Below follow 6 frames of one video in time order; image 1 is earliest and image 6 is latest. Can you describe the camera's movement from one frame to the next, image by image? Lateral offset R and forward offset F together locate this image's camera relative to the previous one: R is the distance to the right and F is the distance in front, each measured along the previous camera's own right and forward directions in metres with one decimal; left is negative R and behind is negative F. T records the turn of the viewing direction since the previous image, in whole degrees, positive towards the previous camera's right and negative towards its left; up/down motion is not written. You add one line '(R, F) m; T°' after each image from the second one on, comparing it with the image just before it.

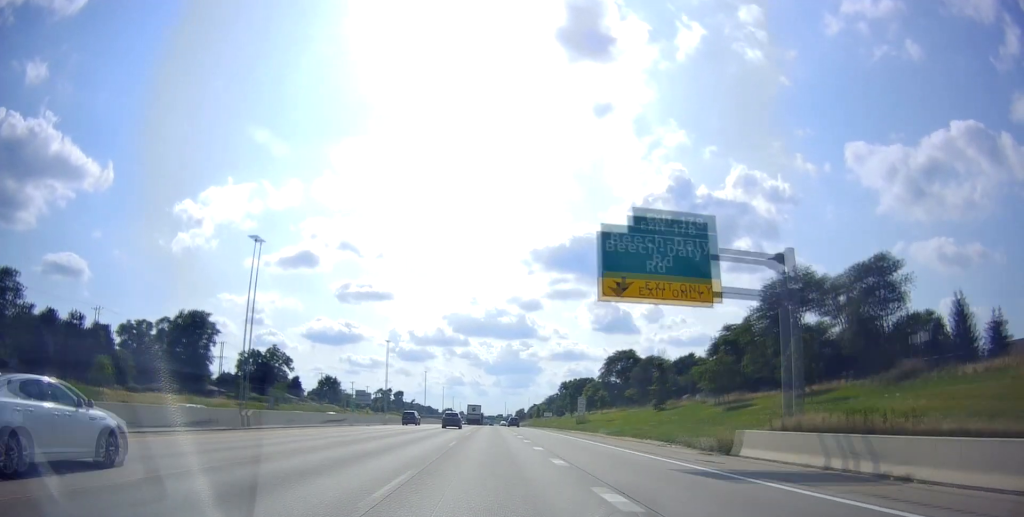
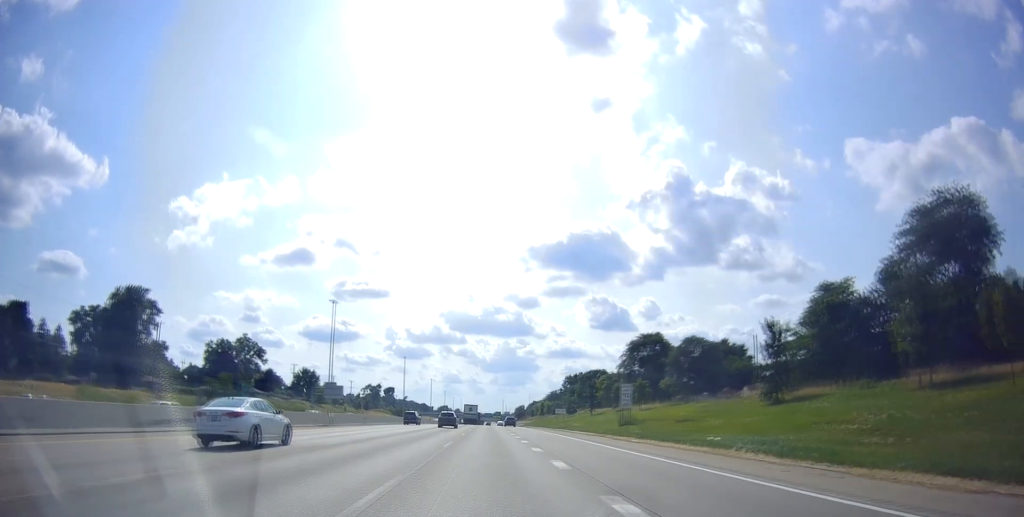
(0.0, +32.2) m; +1°
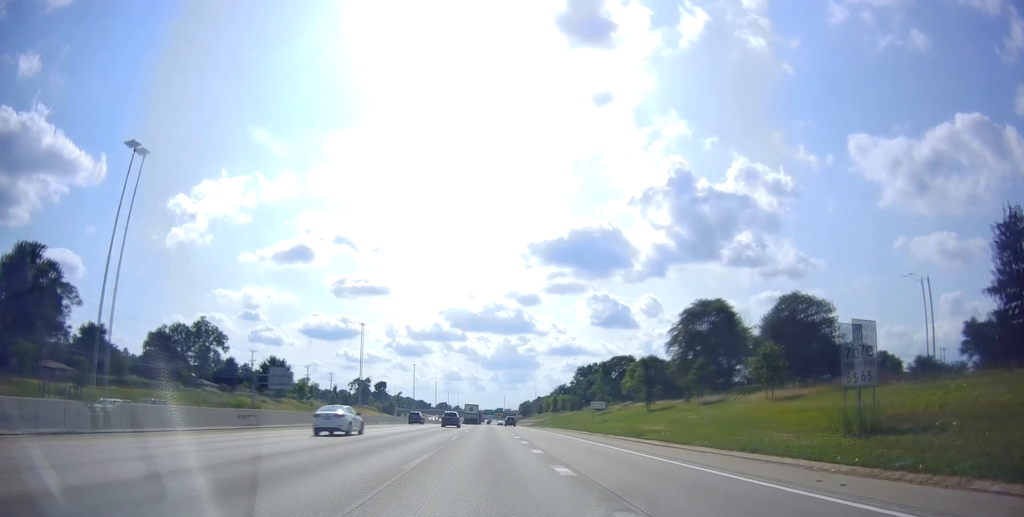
(+0.3, +40.3) m; +1°
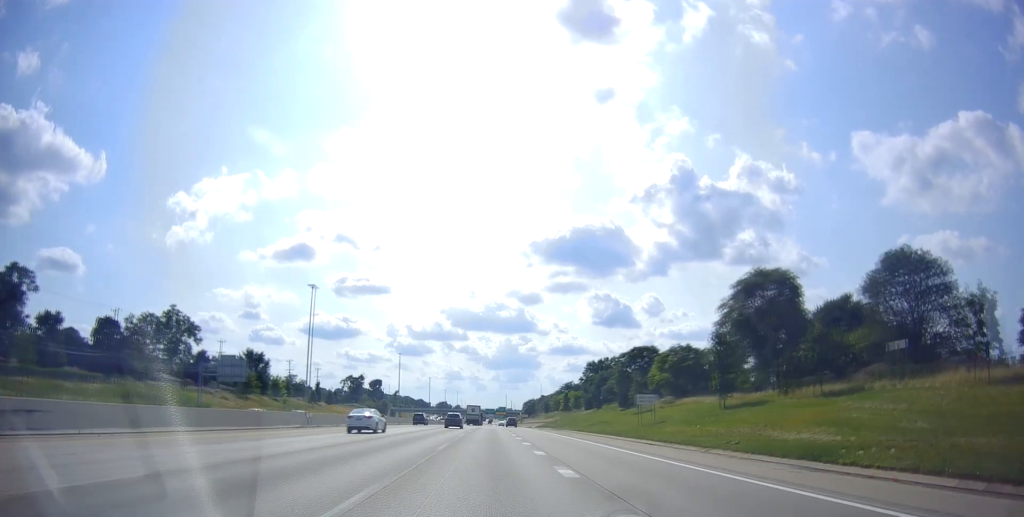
(+0.3, +23.3) m; 0°
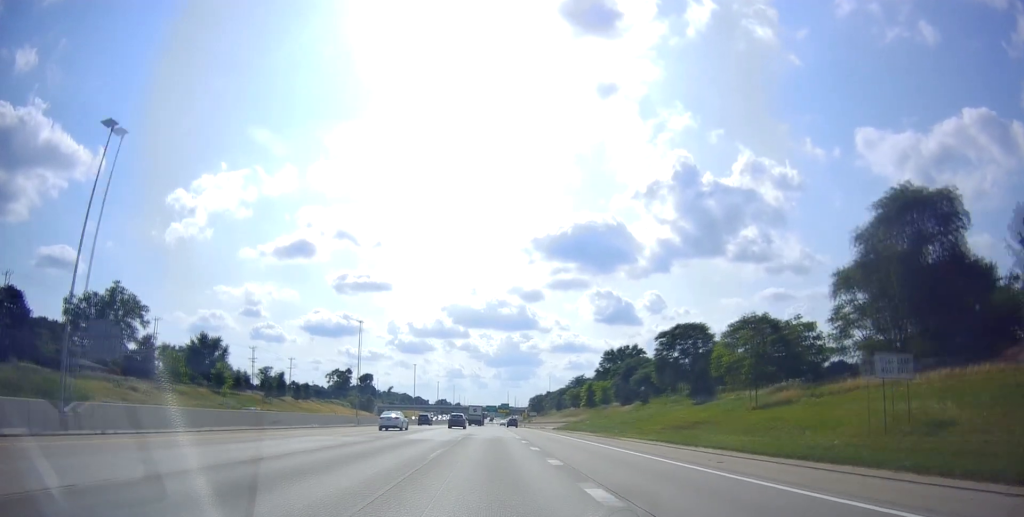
(-0.6, +34.6) m; -1°
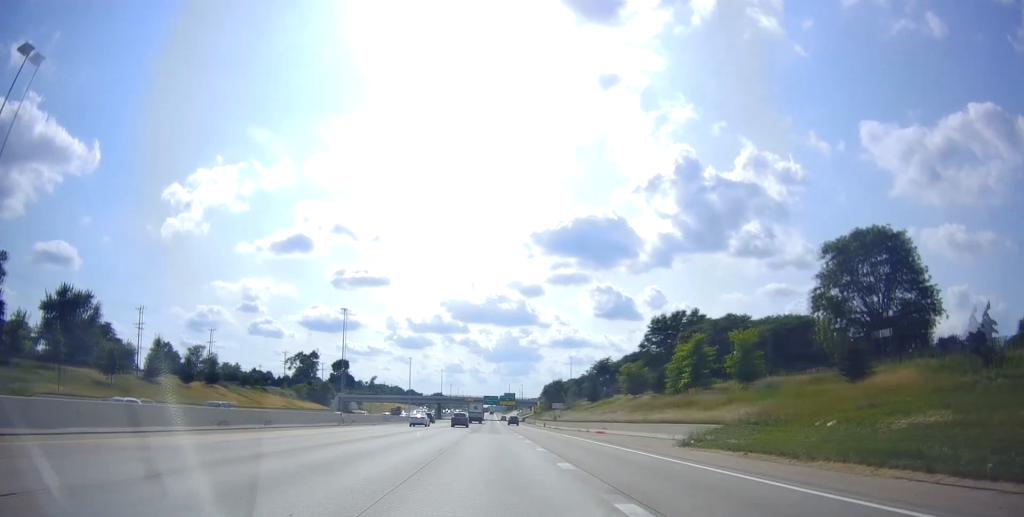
(+0.6, +63.3) m; +1°
